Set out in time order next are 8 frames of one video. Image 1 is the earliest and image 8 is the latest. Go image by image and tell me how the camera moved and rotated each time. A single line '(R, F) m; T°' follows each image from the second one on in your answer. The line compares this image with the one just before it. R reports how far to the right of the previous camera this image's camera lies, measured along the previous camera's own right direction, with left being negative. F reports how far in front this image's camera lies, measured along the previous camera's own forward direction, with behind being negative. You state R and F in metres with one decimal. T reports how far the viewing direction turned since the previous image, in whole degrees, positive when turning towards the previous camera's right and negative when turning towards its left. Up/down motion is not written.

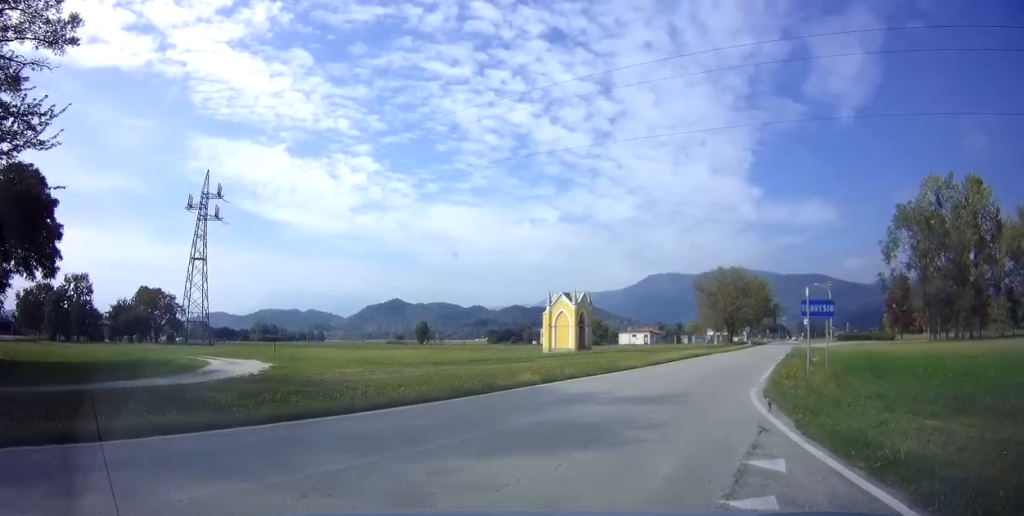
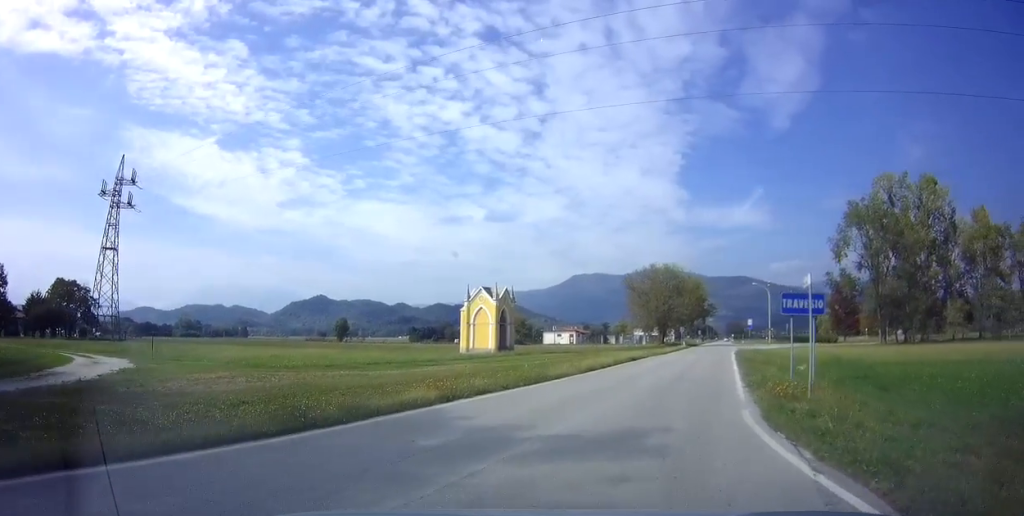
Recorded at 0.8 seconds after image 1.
(+0.3, +4.6) m; +8°
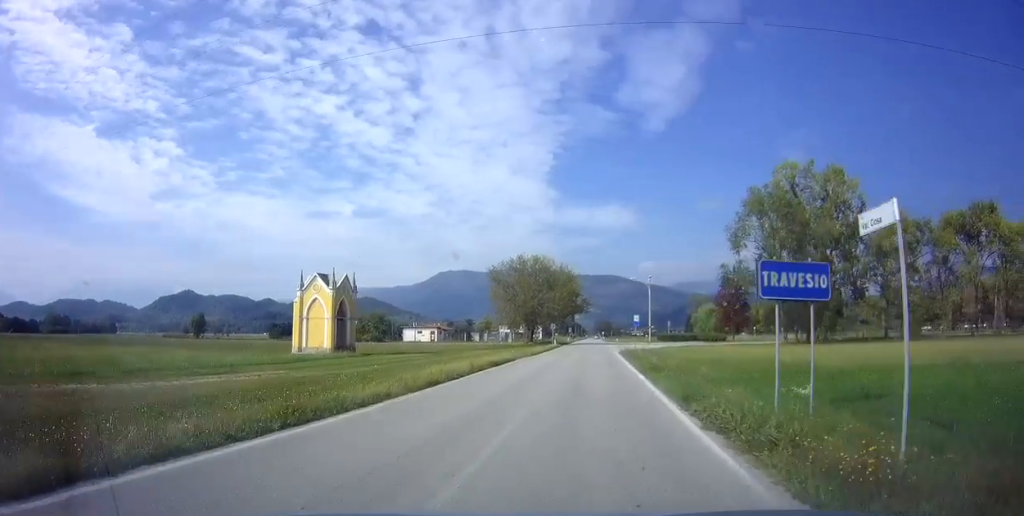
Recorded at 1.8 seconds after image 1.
(+0.7, +7.6) m; +8°
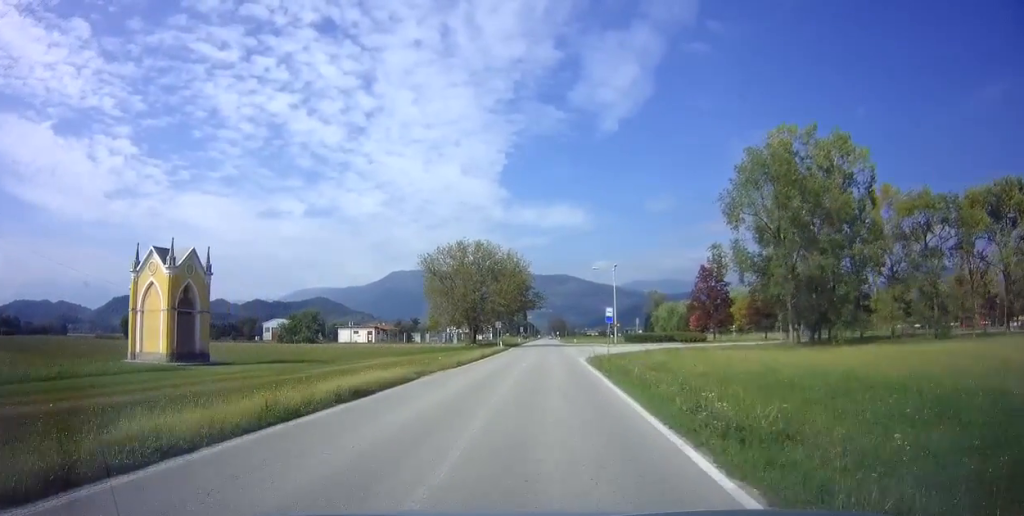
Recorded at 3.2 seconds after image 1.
(+0.7, +12.7) m; +4°
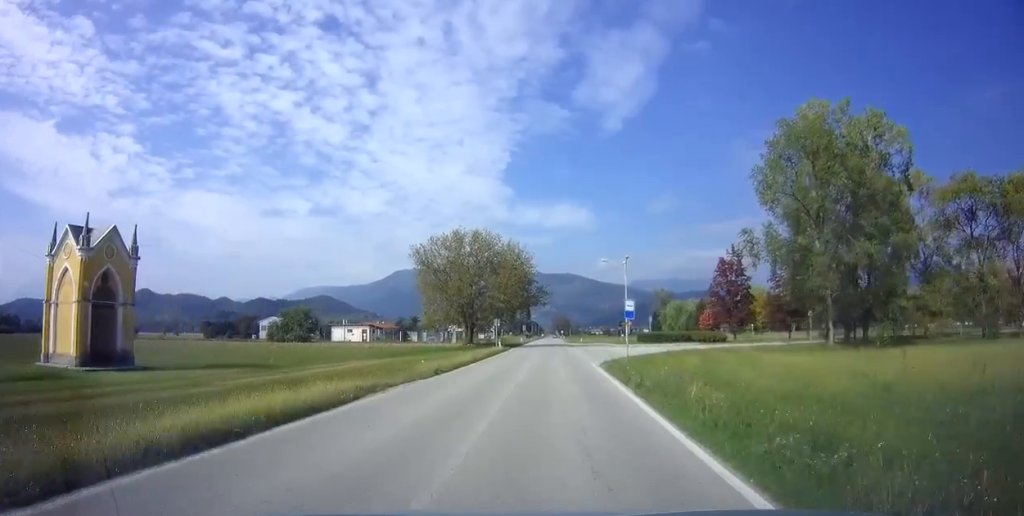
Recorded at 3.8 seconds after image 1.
(0.0, +5.8) m; 0°
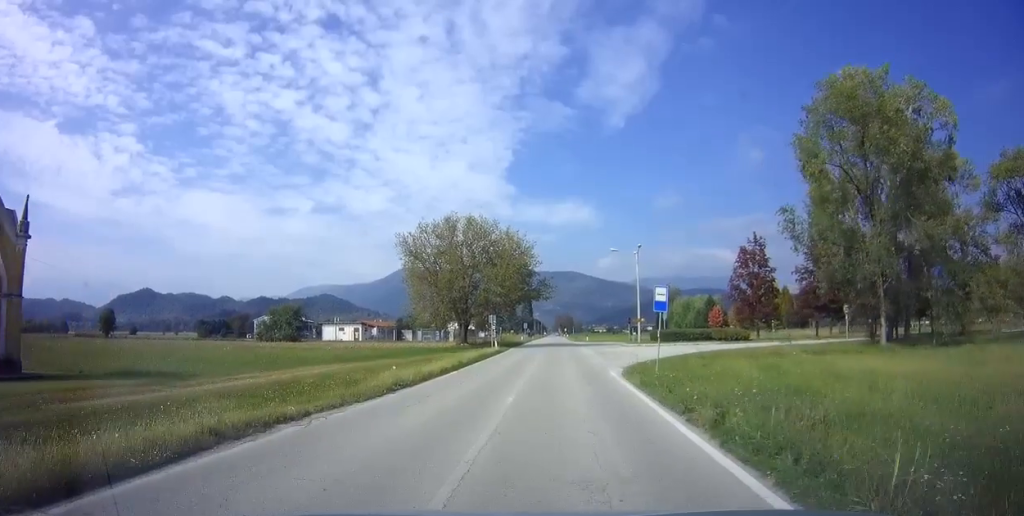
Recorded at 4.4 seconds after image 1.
(0.0, +6.0) m; 0°
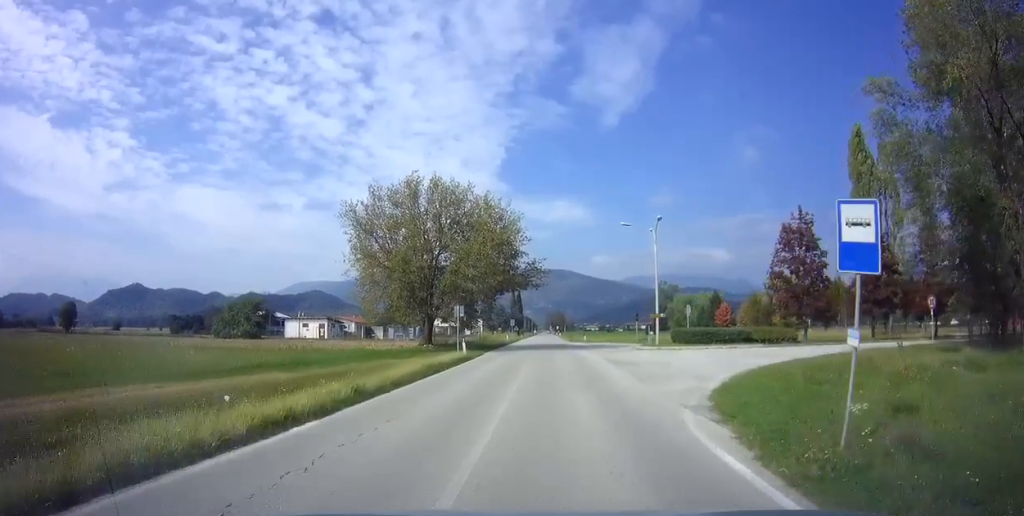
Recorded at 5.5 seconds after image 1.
(+0.1, +12.9) m; +1°
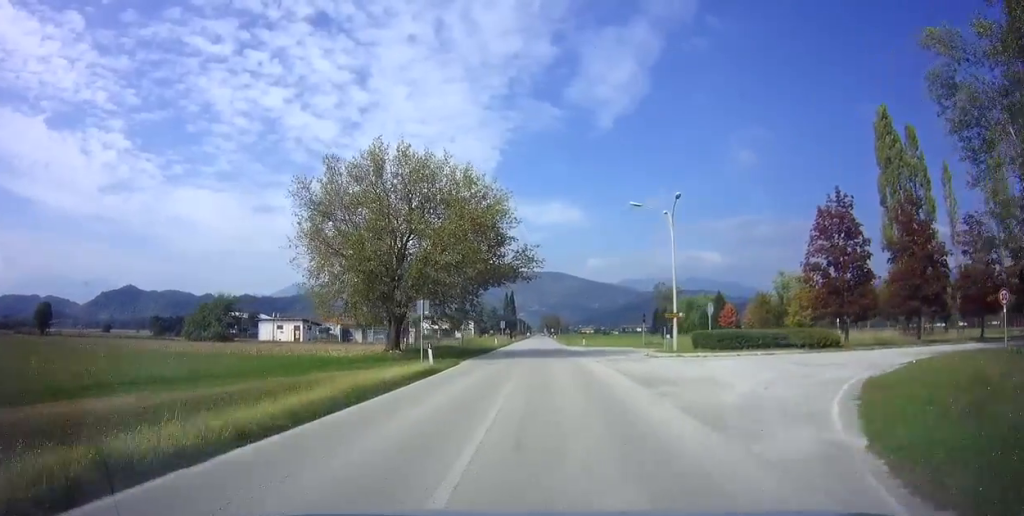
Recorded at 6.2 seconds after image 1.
(0.0, +7.9) m; +1°
